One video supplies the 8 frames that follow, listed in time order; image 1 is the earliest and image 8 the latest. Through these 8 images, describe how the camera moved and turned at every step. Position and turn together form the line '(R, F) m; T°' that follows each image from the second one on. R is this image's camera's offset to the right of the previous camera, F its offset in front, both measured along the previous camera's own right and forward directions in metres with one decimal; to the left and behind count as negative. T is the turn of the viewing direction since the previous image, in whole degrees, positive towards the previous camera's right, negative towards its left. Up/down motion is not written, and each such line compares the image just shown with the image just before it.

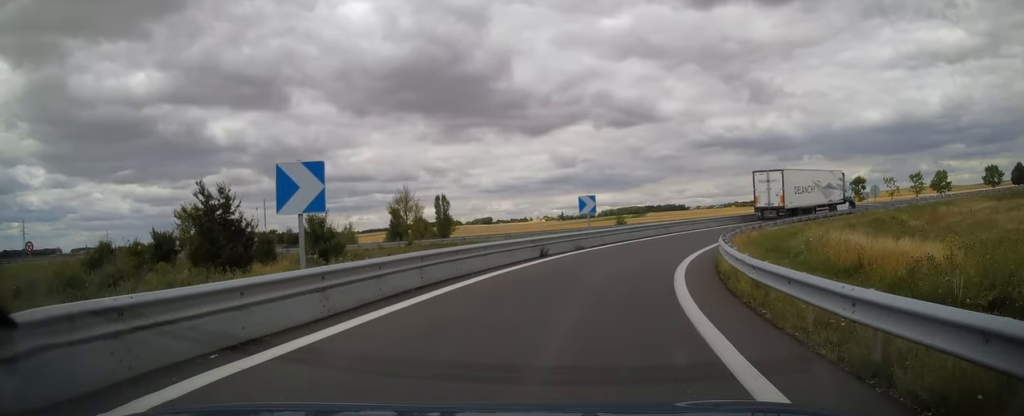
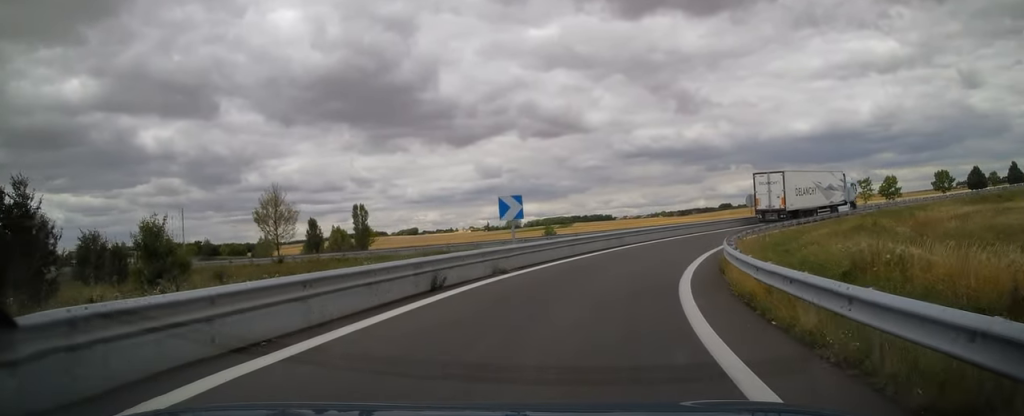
(+0.1, +8.1) m; +7°
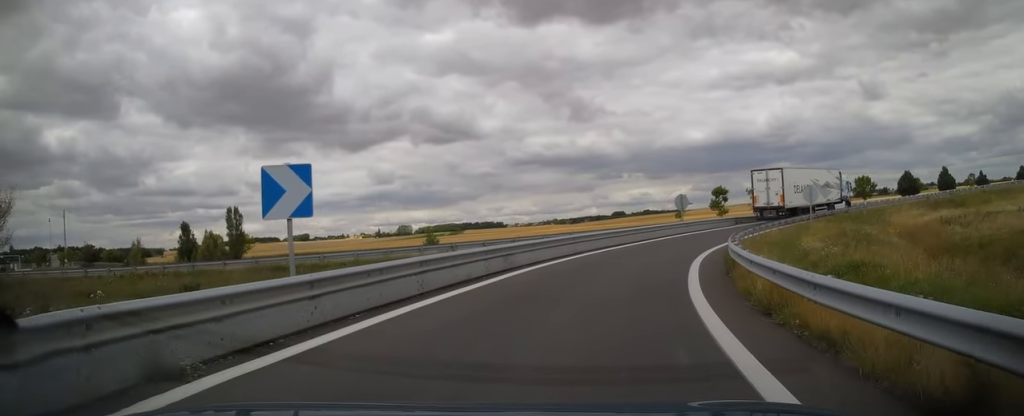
(+1.4, +11.1) m; +12°
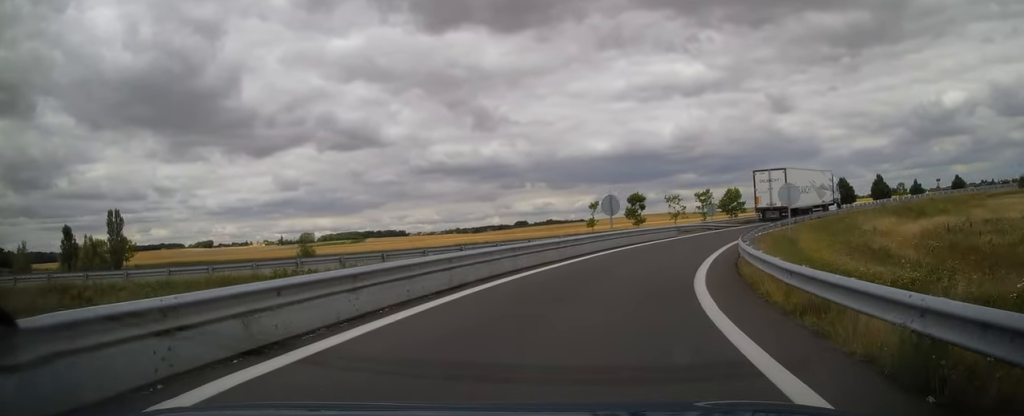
(+1.3, +10.6) m; +12°
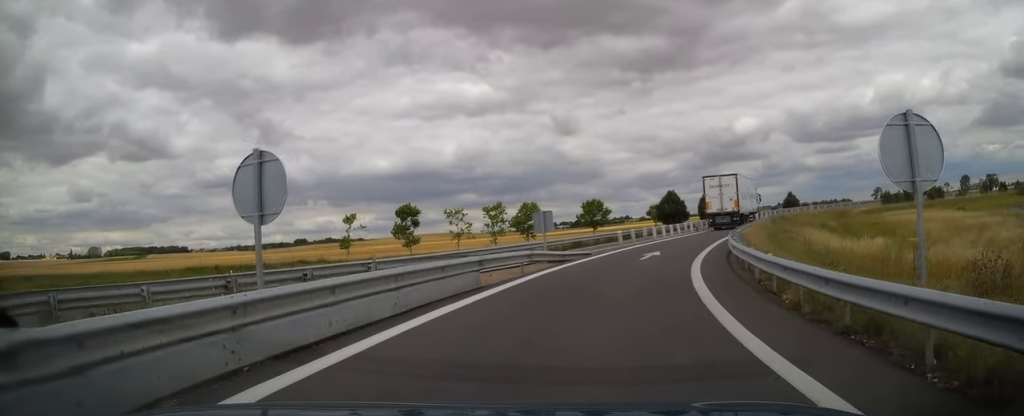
(+4.5, +22.8) m; +20°
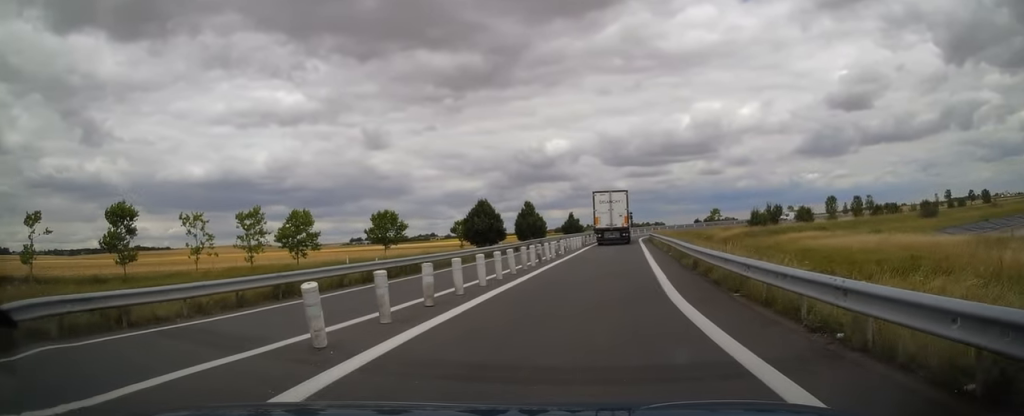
(+3.3, +22.6) m; +16°
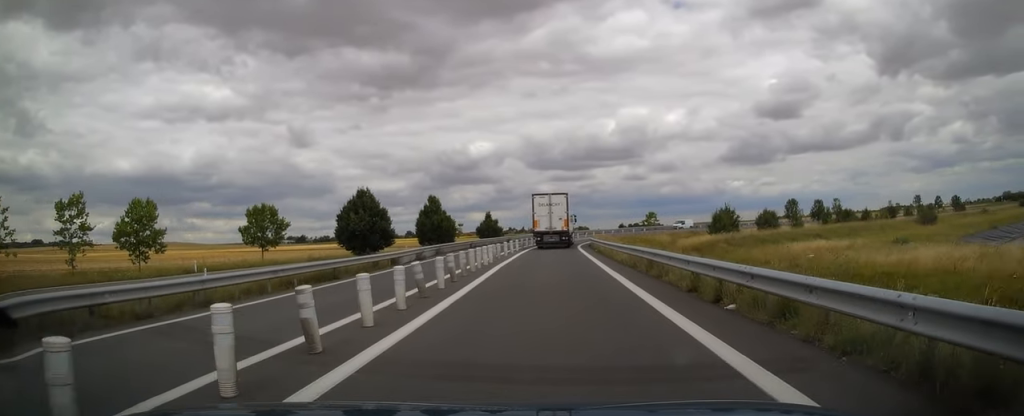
(+1.5, +18.2) m; +7°
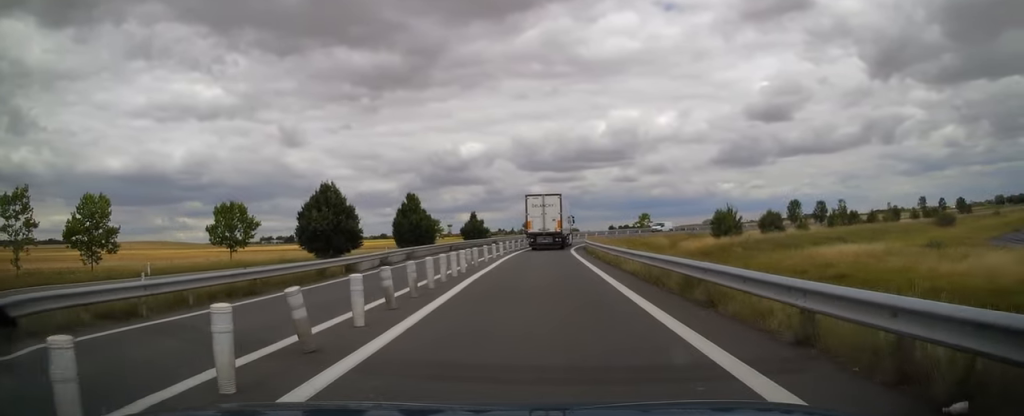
(0.0, +5.9) m; +1°
